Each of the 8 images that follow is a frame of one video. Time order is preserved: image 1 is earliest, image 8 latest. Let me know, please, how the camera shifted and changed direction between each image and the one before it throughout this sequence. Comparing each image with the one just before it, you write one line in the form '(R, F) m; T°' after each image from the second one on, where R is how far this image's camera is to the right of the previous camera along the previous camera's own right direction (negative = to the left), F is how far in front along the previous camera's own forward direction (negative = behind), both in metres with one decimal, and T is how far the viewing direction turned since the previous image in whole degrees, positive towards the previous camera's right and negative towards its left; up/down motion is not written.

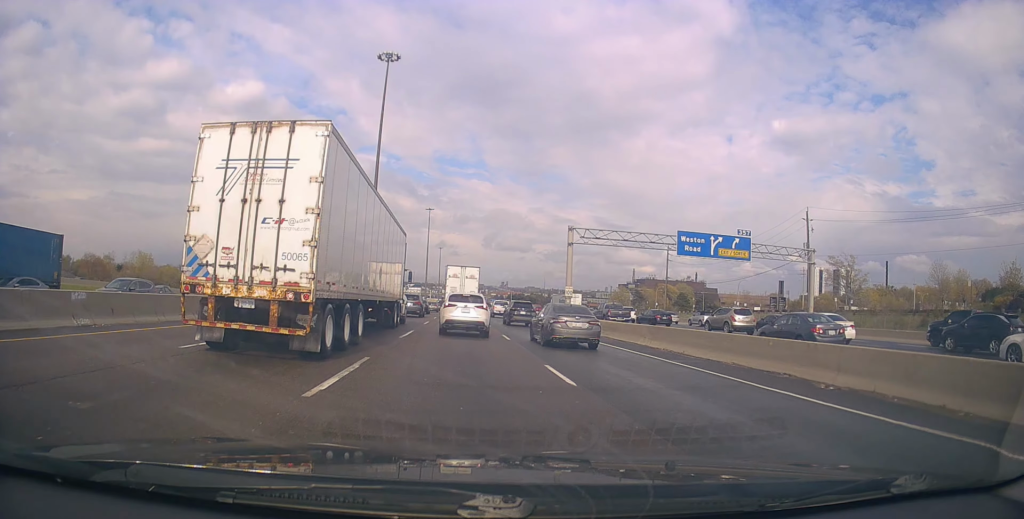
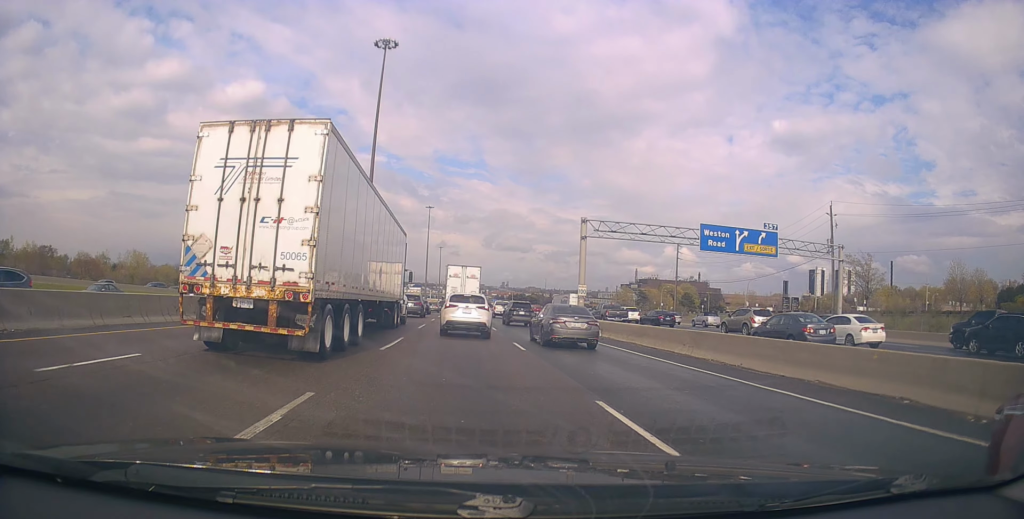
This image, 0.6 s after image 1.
(+0.3, +4.5) m; -1°
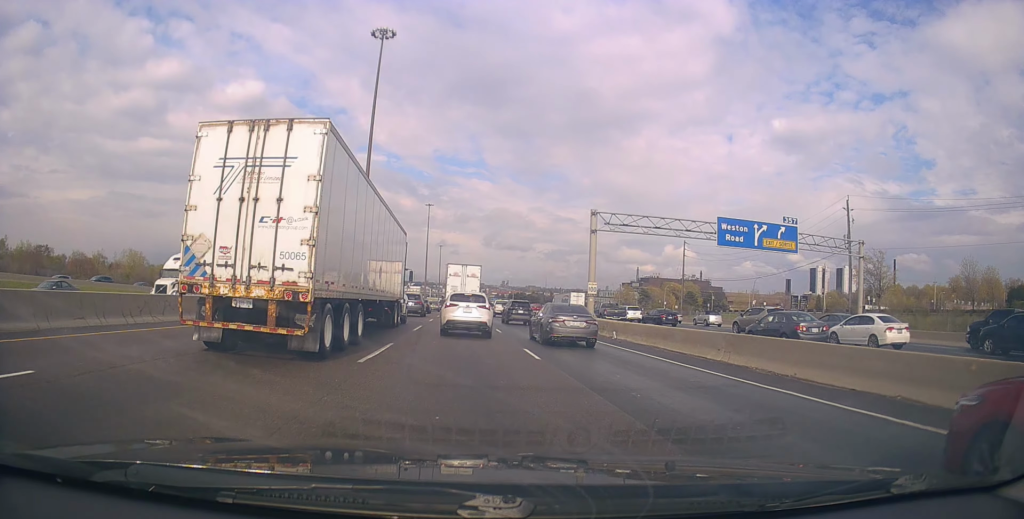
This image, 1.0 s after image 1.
(-0.4, +2.9) m; -2°
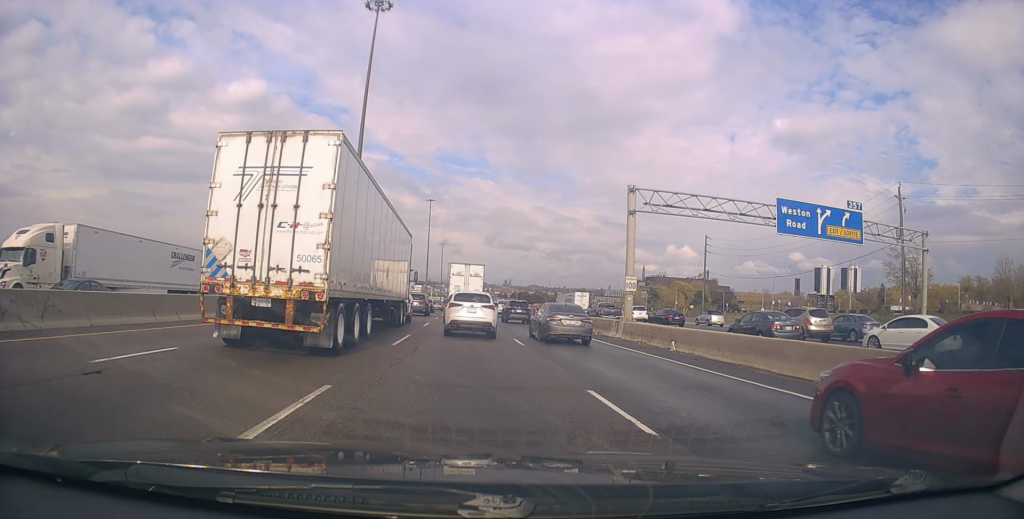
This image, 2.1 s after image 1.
(-0.3, +8.0) m; 0°
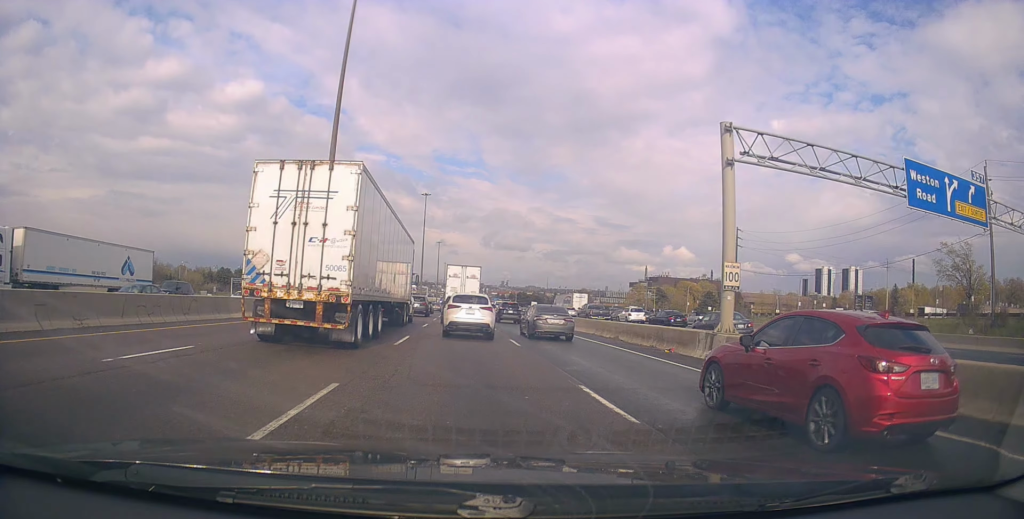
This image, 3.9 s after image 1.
(+0.3, +11.7) m; +3°
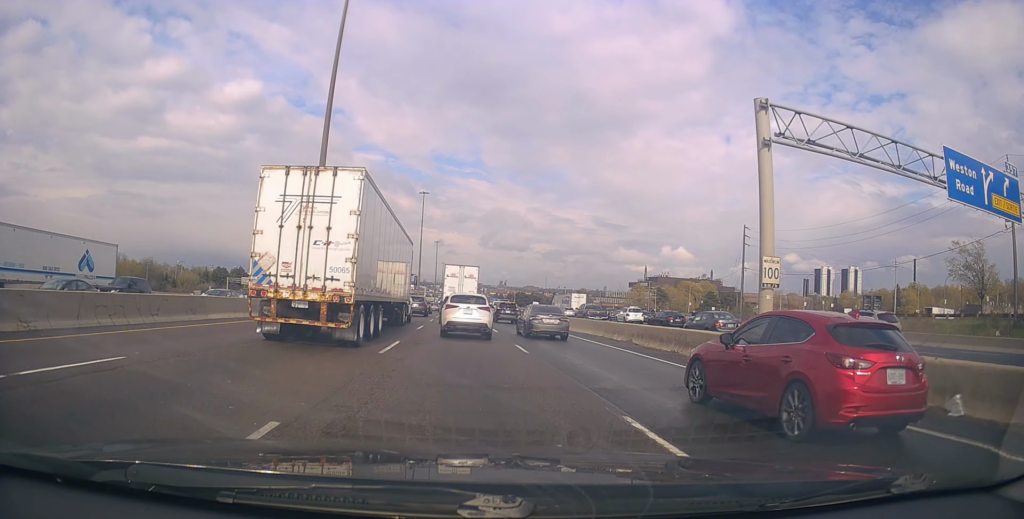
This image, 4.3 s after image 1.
(-0.2, +2.6) m; +2°
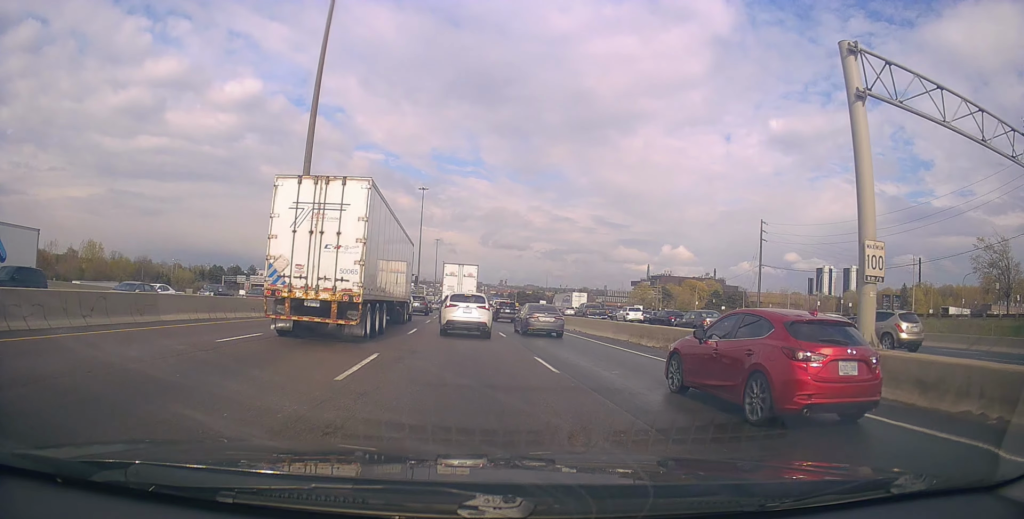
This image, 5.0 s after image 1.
(+0.4, +4.4) m; +1°
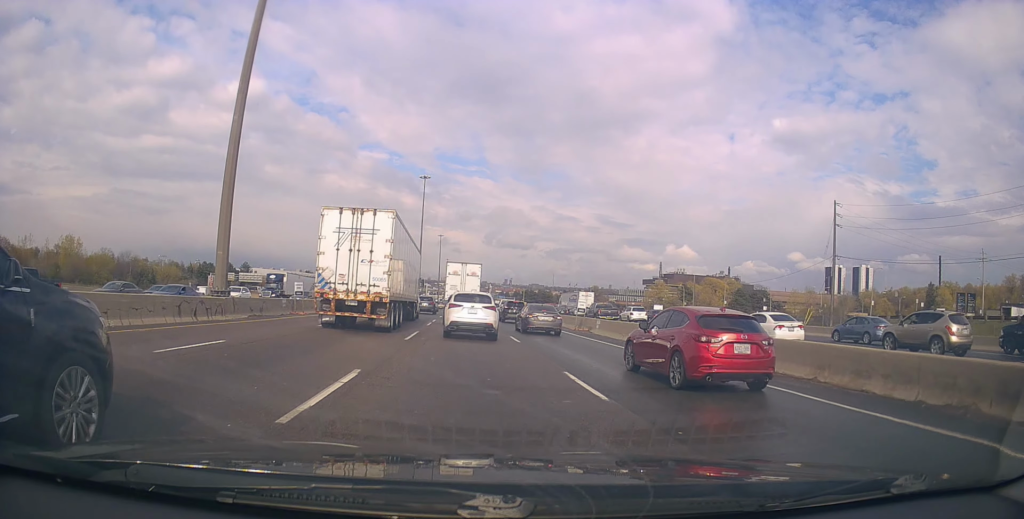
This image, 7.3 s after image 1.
(-0.7, +14.7) m; -4°
